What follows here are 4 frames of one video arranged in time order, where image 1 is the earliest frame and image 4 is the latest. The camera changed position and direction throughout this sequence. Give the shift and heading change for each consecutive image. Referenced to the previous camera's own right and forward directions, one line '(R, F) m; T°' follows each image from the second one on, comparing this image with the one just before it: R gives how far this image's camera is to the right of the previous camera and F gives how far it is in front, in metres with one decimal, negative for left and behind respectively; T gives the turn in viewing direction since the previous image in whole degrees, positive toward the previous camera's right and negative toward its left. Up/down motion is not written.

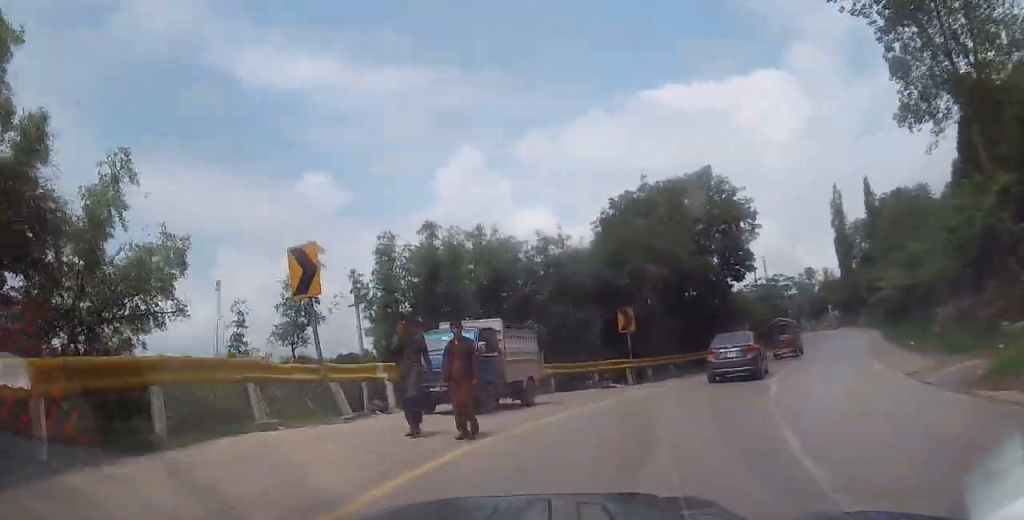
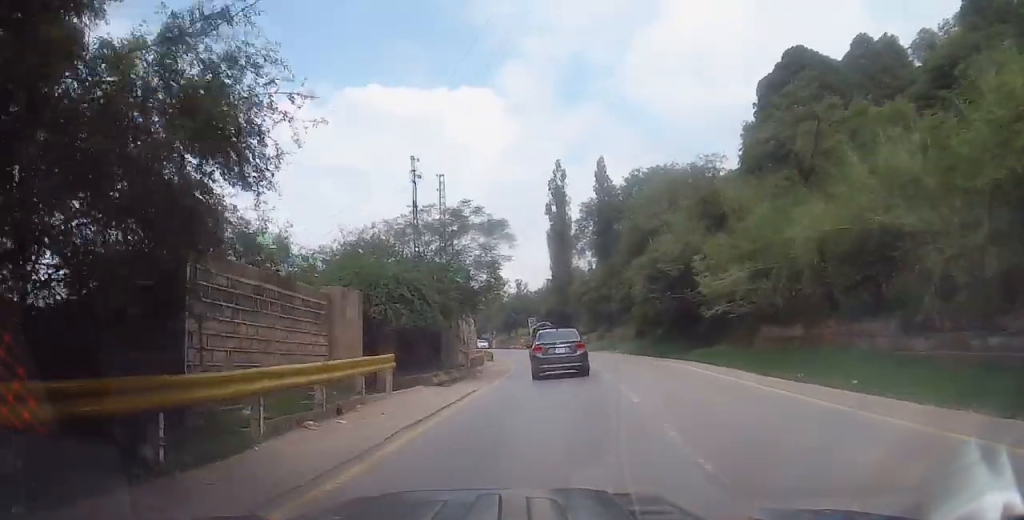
(+7.3, +31.4) m; +21°
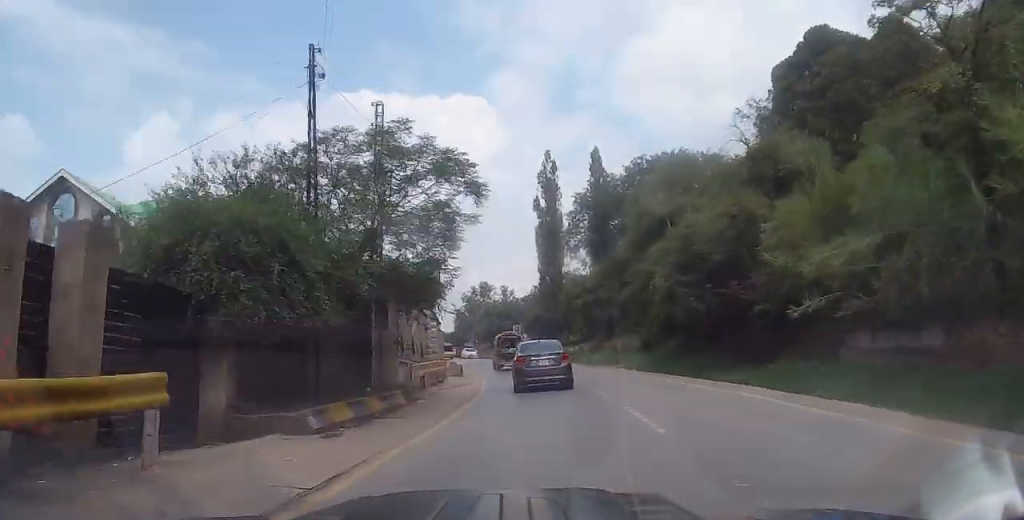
(+0.5, +9.0) m; +4°
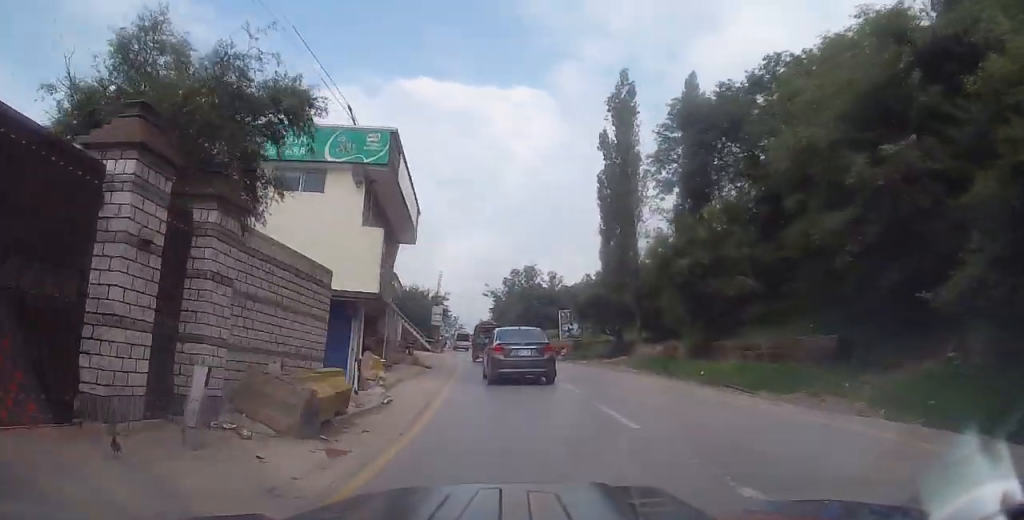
(-1.1, +23.3) m; -6°
